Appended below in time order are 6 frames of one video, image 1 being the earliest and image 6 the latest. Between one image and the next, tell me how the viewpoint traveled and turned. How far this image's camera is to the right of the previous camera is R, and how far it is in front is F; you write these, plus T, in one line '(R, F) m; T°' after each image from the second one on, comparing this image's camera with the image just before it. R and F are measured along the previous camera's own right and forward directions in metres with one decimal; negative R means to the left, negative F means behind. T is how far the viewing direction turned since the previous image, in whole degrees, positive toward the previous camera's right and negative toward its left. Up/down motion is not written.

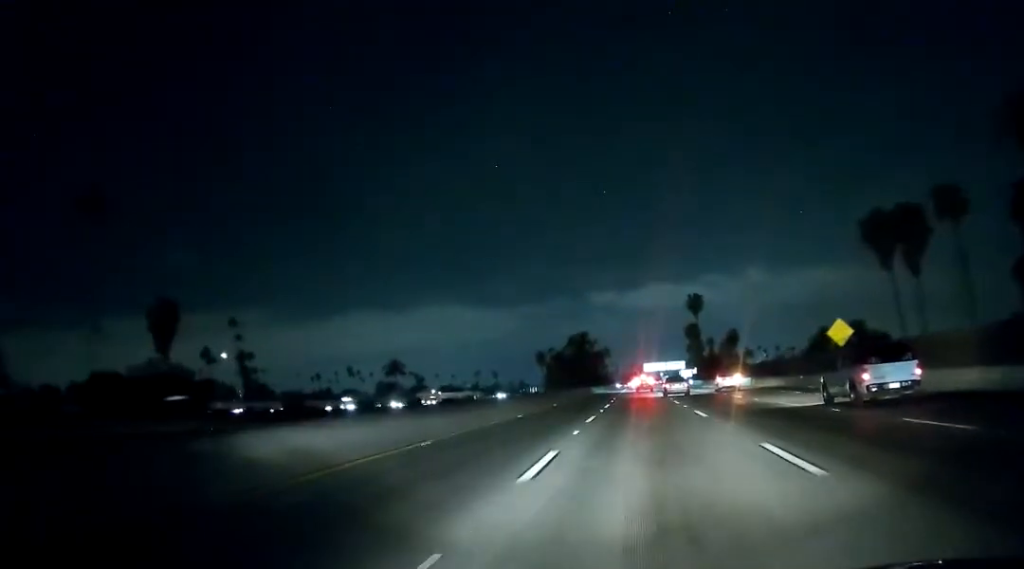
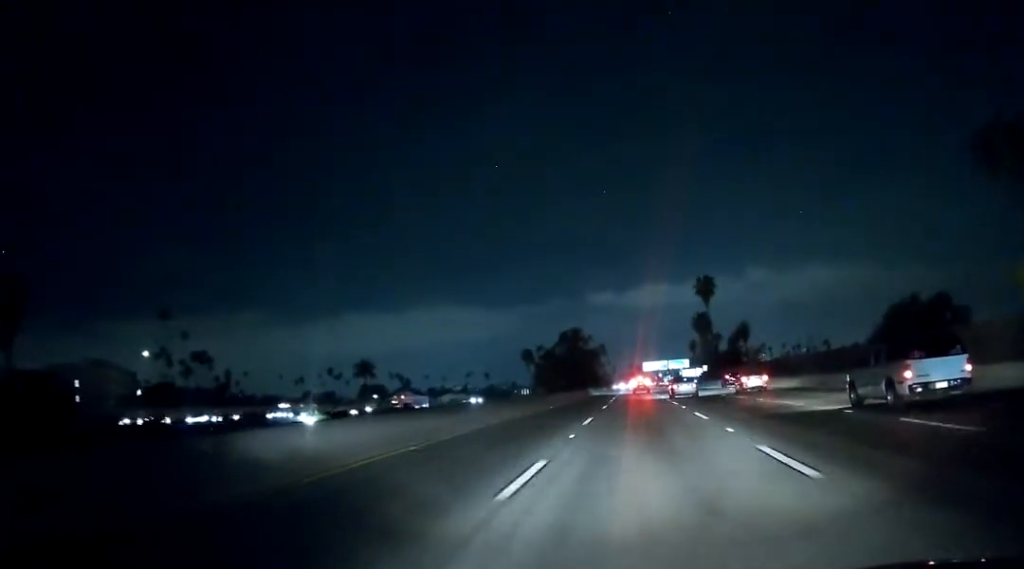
(-0.1, +30.2) m; 0°
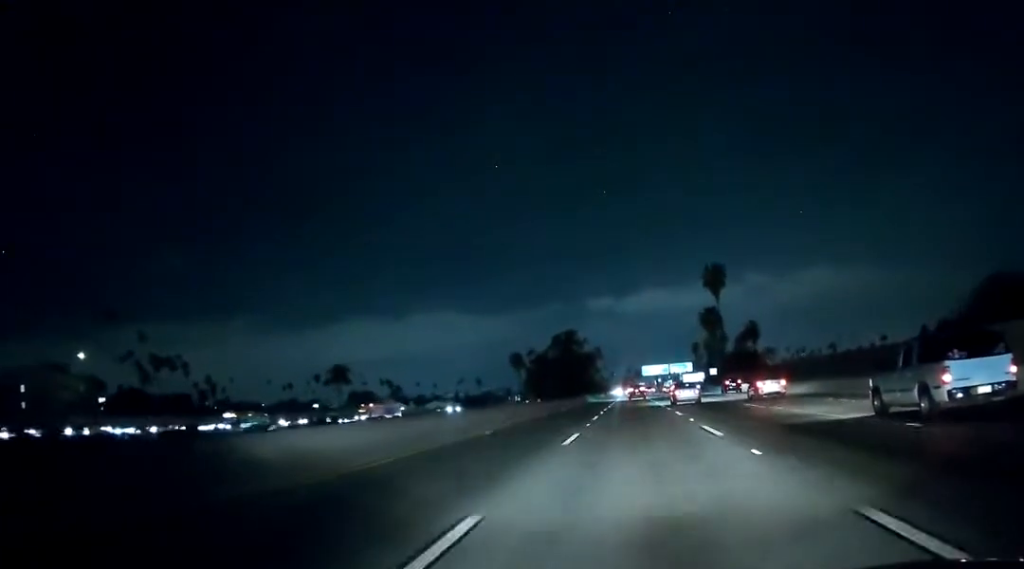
(+0.2, +19.1) m; +1°
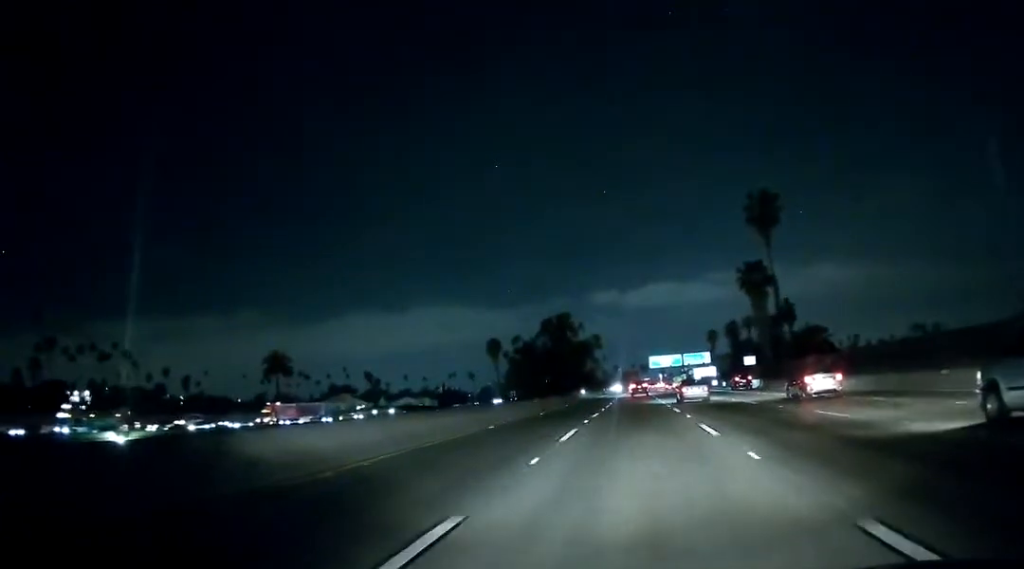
(-0.5, +43.9) m; -1°
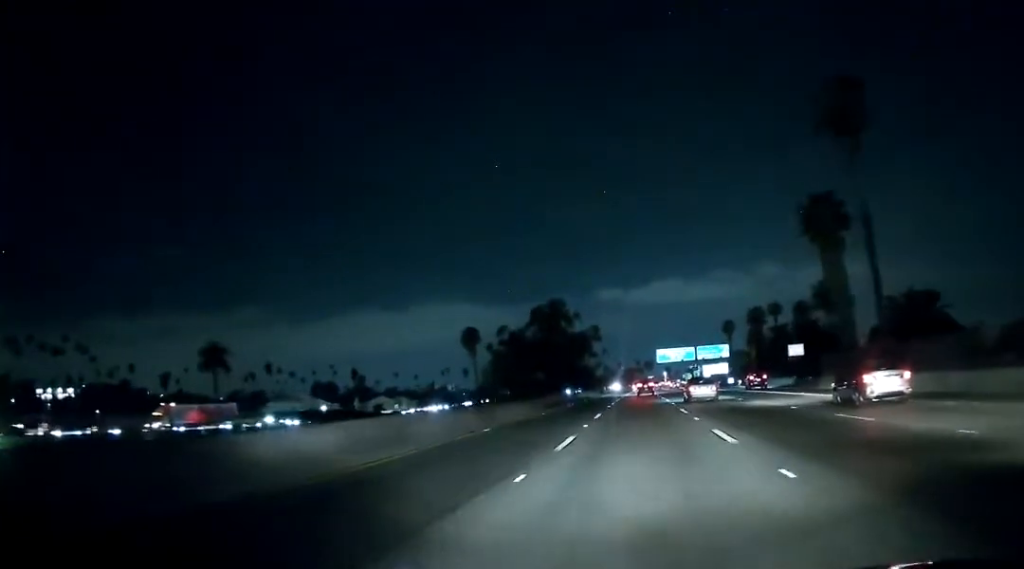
(+0.2, +30.5) m; 0°
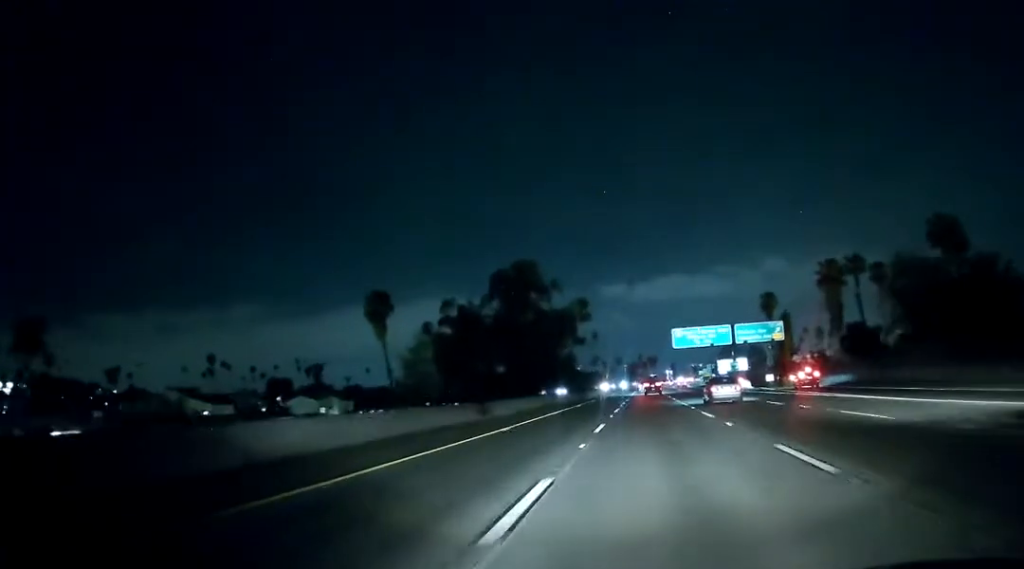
(-0.2, +57.8) m; 0°
